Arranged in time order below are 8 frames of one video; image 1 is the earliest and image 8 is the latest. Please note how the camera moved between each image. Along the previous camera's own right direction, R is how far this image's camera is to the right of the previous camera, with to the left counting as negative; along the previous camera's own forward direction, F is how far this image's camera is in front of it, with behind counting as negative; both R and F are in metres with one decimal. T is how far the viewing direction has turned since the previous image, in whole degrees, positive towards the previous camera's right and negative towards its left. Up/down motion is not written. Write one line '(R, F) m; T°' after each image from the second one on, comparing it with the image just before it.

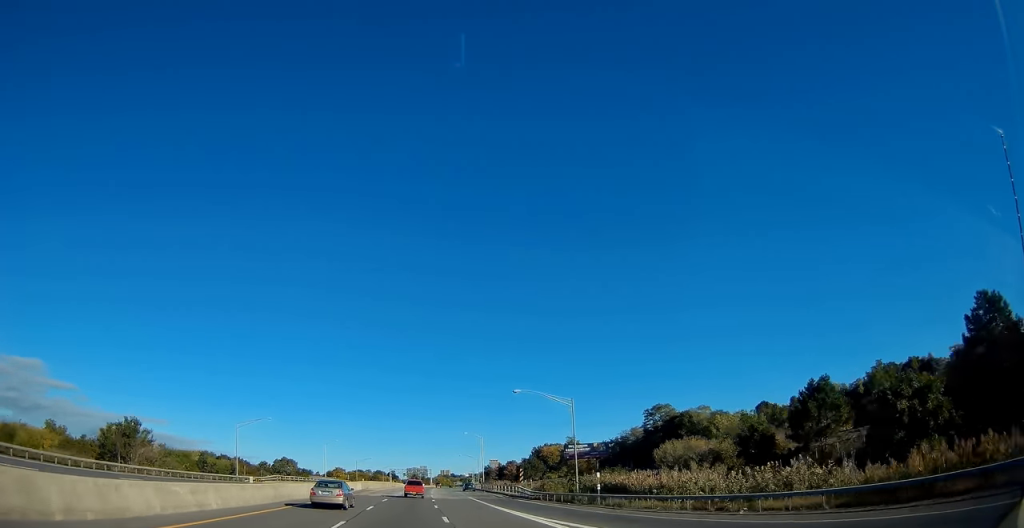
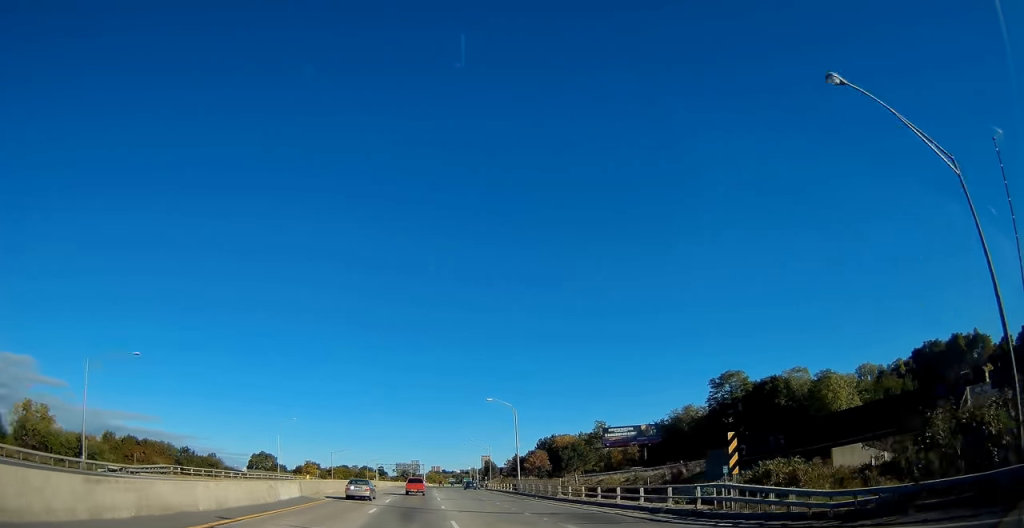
(-0.1, +39.5) m; +1°
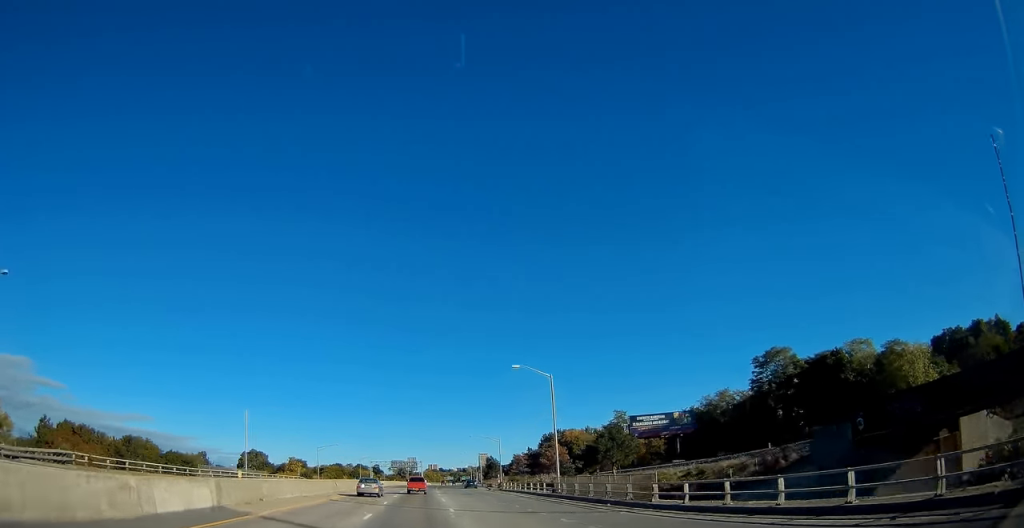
(+0.2, +17.8) m; +1°
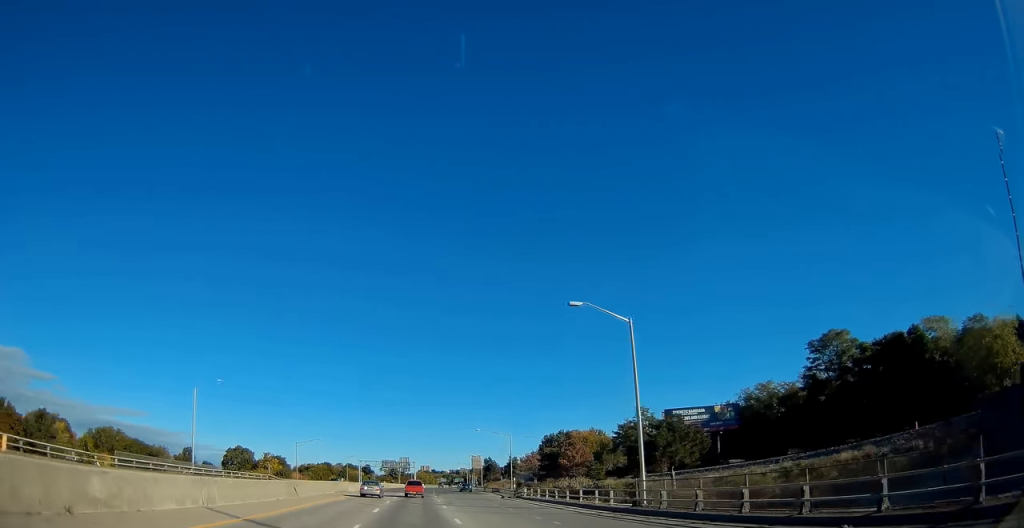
(+0.1, +16.8) m; +1°
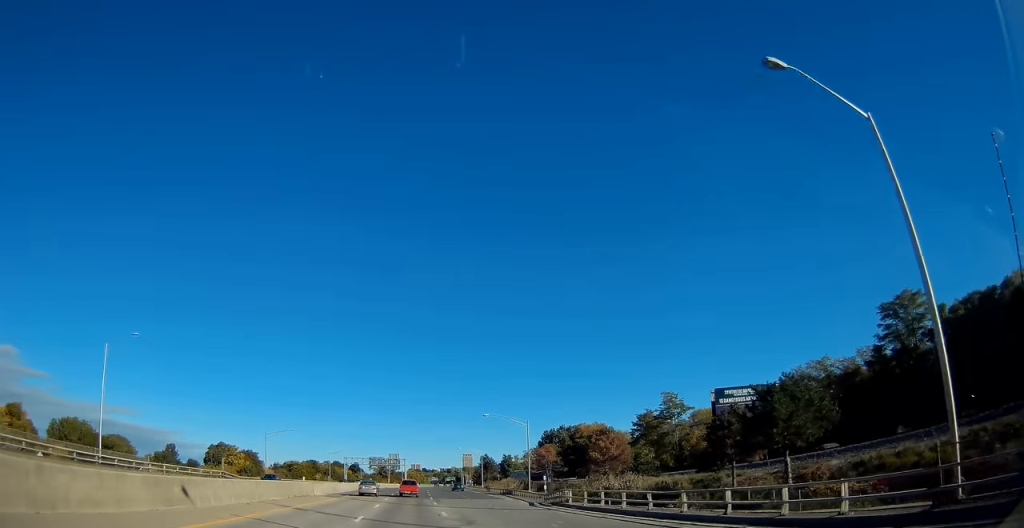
(+0.2, +18.8) m; 0°
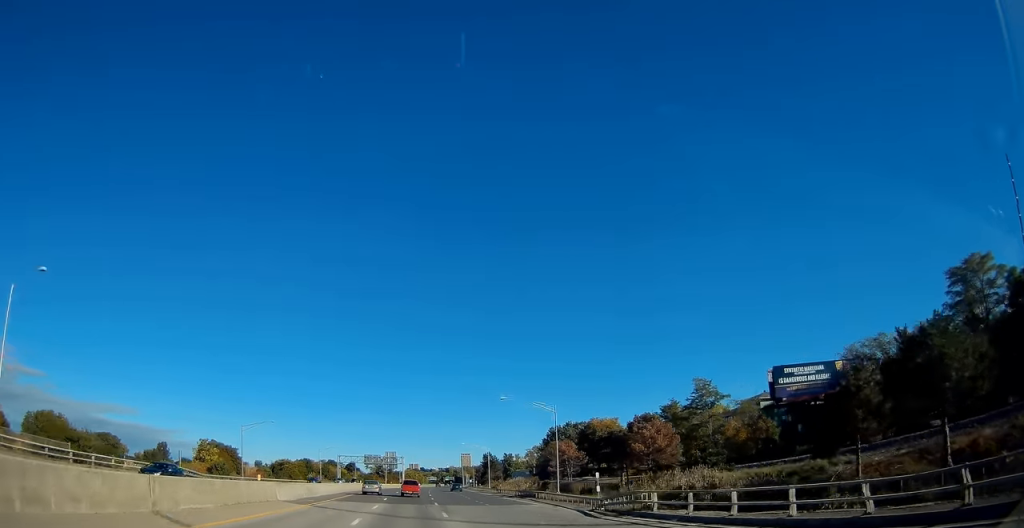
(-0.2, +12.8) m; 0°
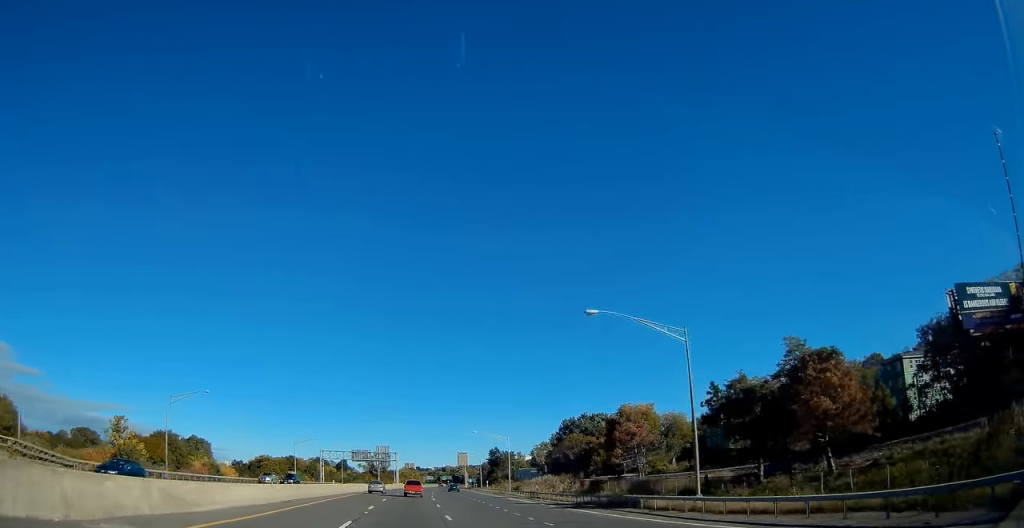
(+0.3, +26.6) m; +1°
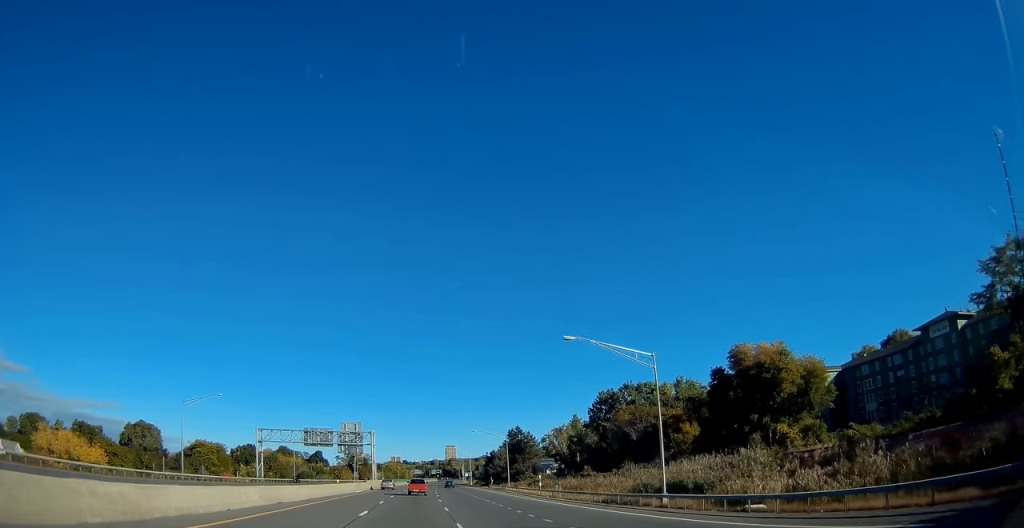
(+0.5, +53.1) m; +1°
